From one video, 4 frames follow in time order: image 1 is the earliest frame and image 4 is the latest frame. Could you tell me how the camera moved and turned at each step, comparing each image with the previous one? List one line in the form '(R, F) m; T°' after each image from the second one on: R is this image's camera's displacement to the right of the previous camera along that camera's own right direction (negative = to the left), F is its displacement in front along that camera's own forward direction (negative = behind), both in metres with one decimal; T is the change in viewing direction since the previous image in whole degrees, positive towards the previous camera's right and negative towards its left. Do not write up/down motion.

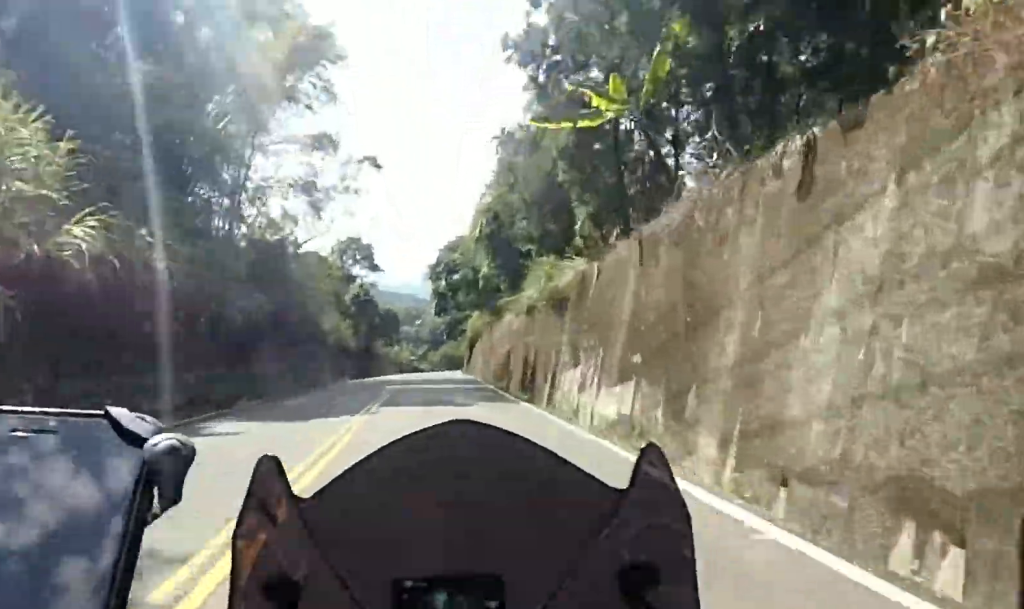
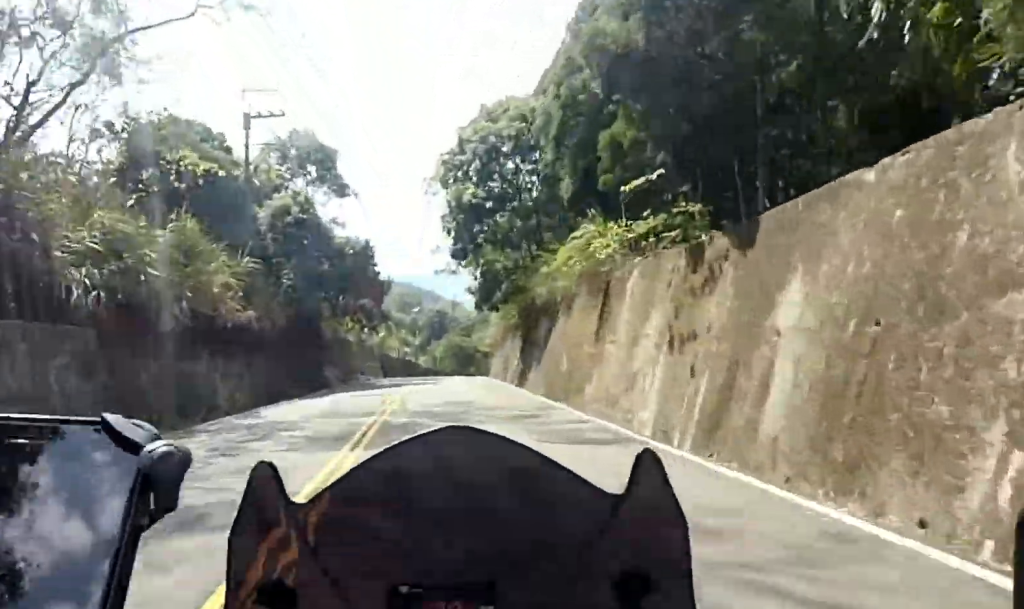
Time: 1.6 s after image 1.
(+1.4, +34.9) m; +5°
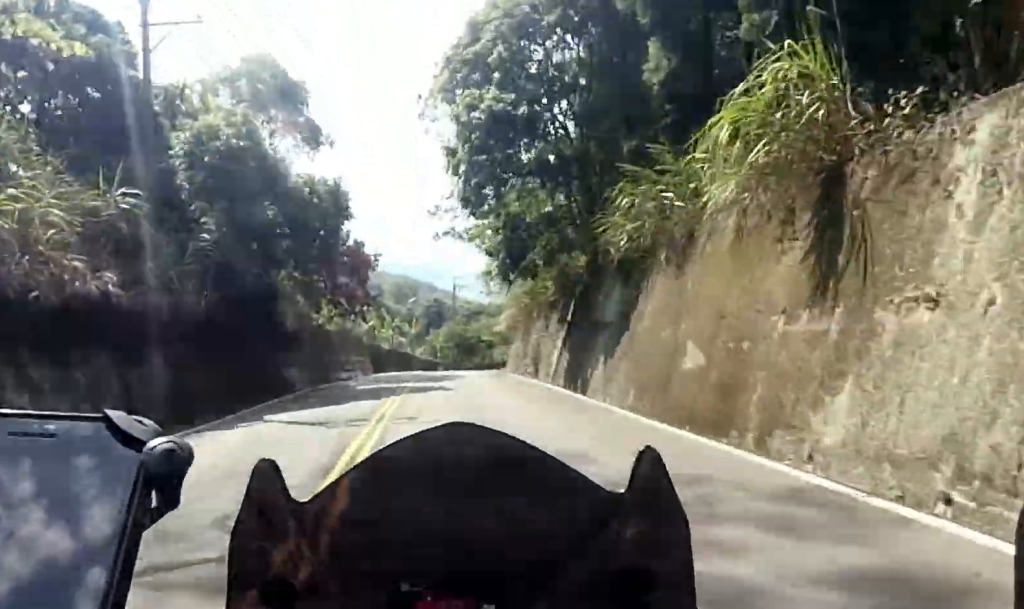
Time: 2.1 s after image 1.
(+0.2, +10.2) m; +1°
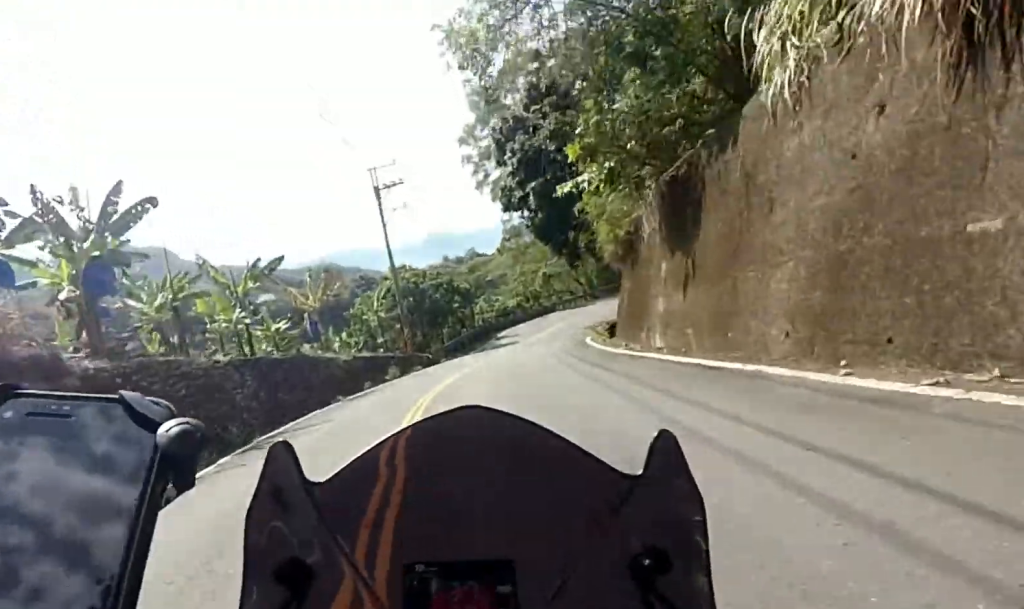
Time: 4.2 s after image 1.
(+0.1, +41.4) m; +1°
